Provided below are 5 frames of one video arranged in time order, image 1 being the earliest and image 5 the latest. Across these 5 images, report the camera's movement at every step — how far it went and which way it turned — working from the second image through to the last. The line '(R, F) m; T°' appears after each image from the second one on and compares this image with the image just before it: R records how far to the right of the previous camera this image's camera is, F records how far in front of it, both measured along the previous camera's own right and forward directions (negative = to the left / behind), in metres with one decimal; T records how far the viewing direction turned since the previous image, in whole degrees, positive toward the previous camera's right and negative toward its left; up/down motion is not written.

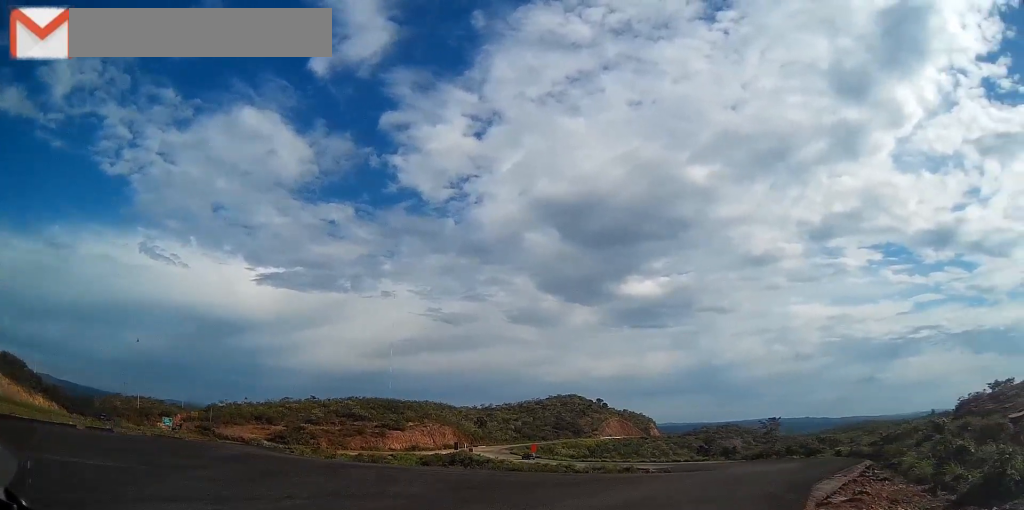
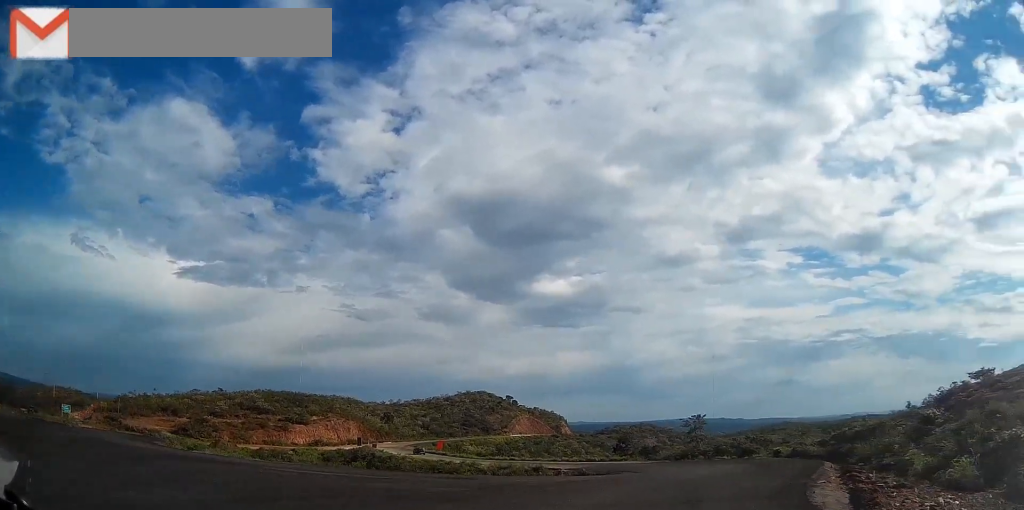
(-0.2, +7.1) m; +2°
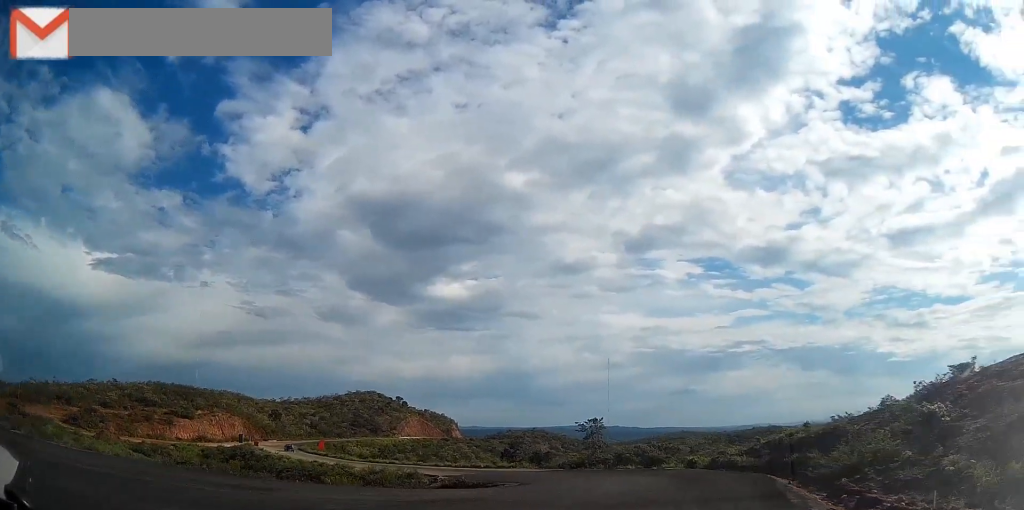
(+0.6, +8.0) m; +8°
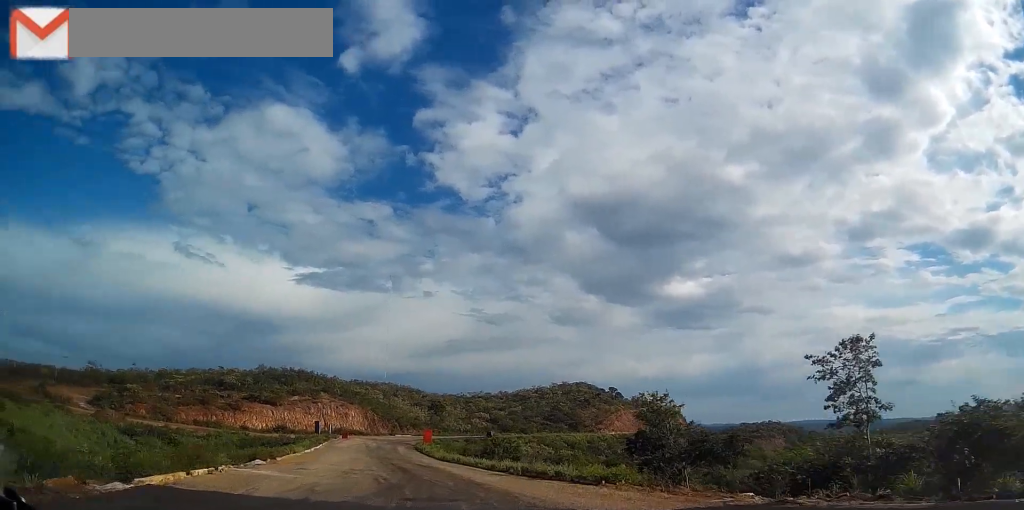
(+9.4, +42.1) m; +3°
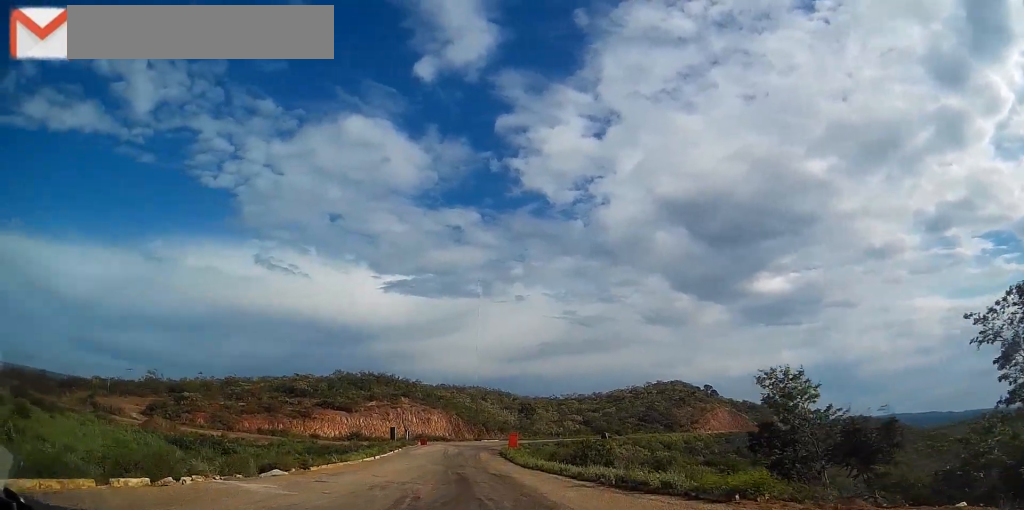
(-0.9, +6.8) m; -10°
